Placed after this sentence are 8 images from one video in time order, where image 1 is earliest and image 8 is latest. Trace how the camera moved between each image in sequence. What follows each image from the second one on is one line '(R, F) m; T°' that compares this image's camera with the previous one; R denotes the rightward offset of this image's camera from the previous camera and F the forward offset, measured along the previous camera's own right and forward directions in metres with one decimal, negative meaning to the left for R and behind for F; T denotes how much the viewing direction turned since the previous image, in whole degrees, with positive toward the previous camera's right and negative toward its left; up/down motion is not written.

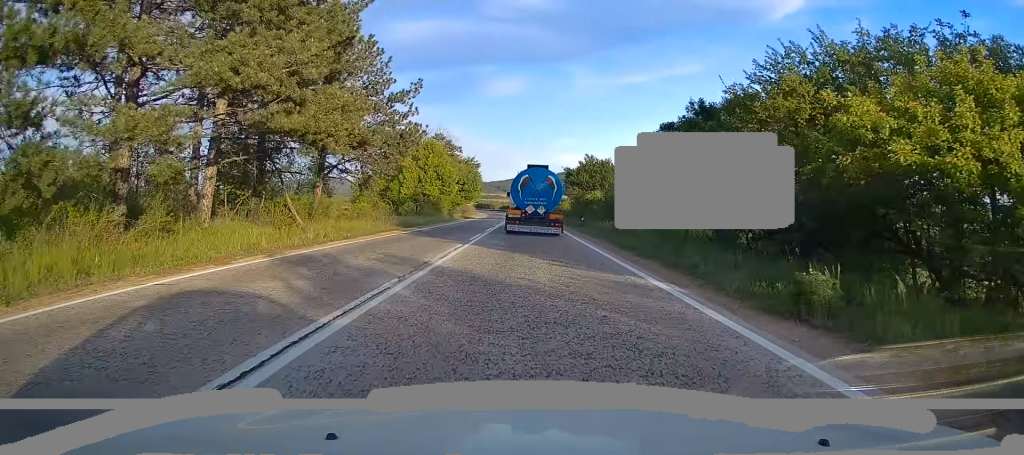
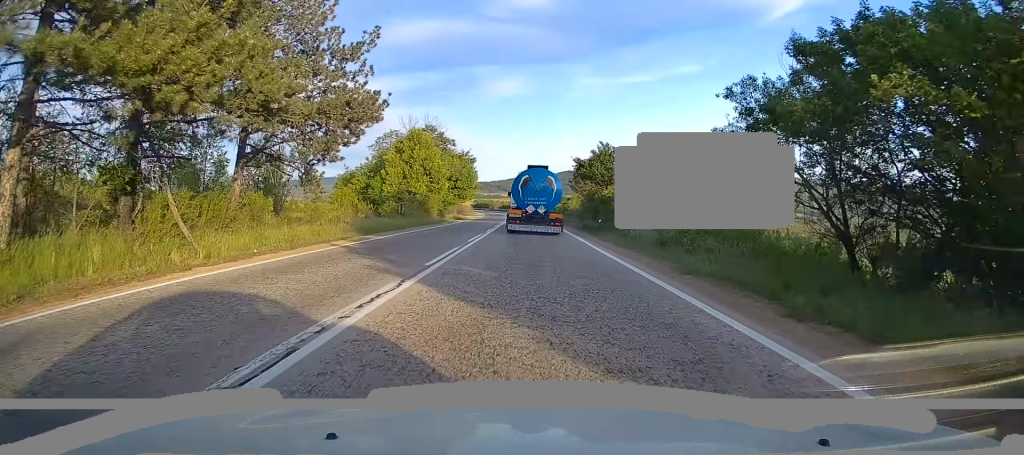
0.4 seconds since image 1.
(0.0, +9.8) m; 0°
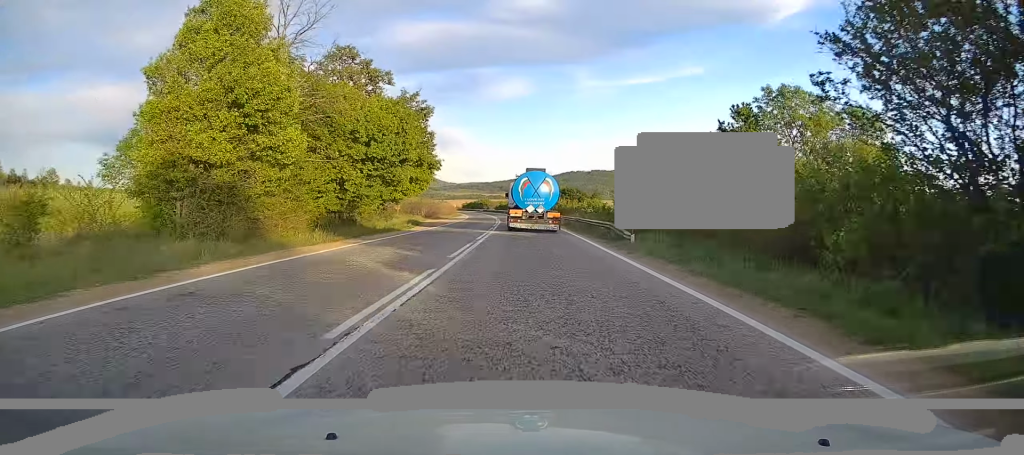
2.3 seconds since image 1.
(-0.2, +43.4) m; -1°
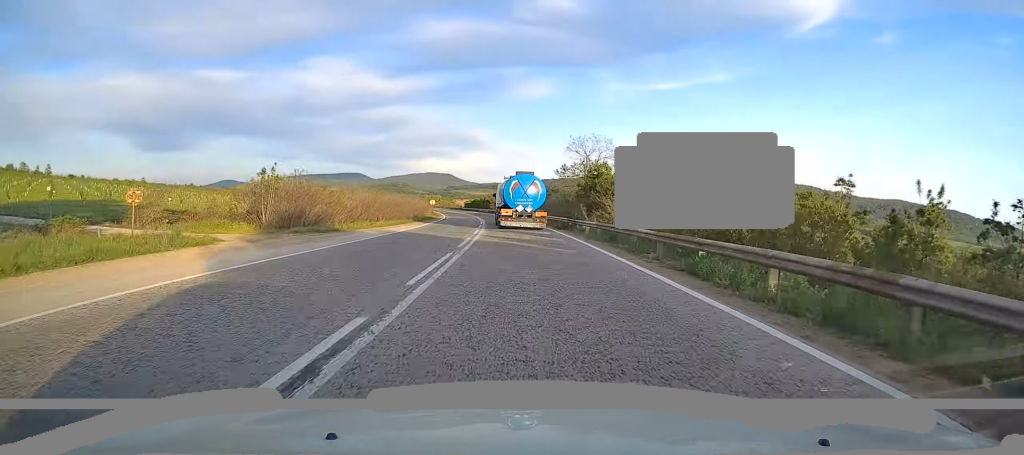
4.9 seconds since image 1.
(-0.7, +58.8) m; -1°
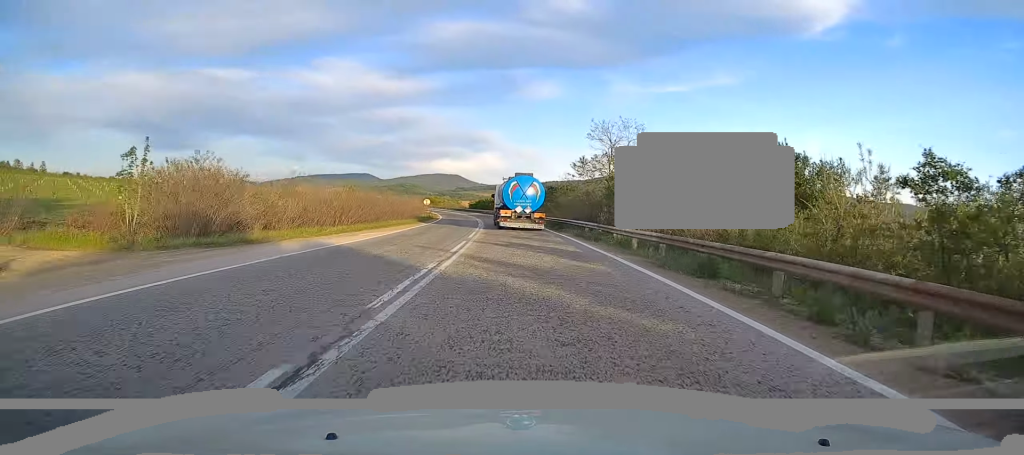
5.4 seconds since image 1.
(-0.1, +11.5) m; -1°
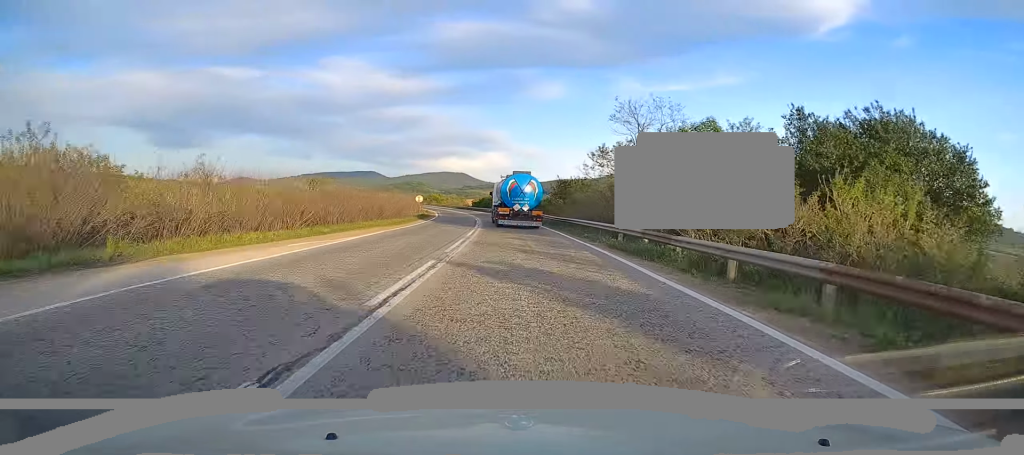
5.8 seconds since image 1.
(0.0, +9.2) m; -1°
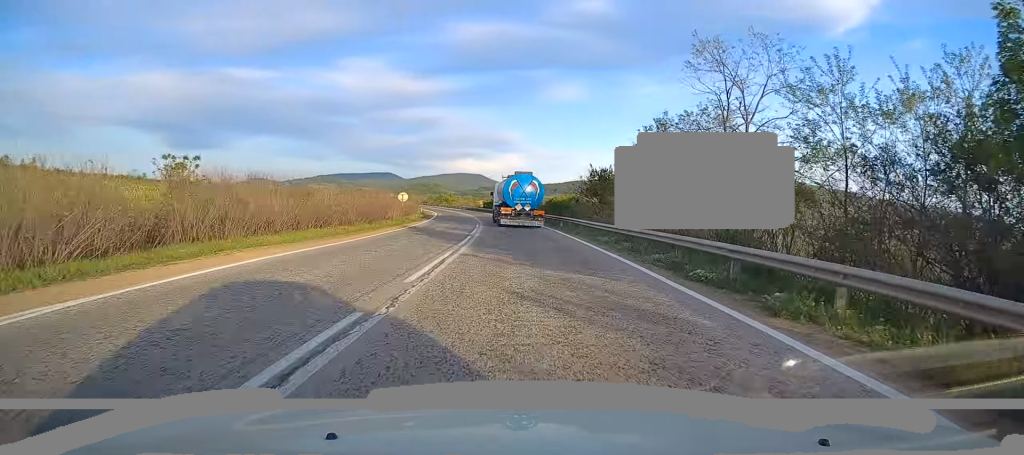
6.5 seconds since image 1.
(-0.3, +15.4) m; -1°
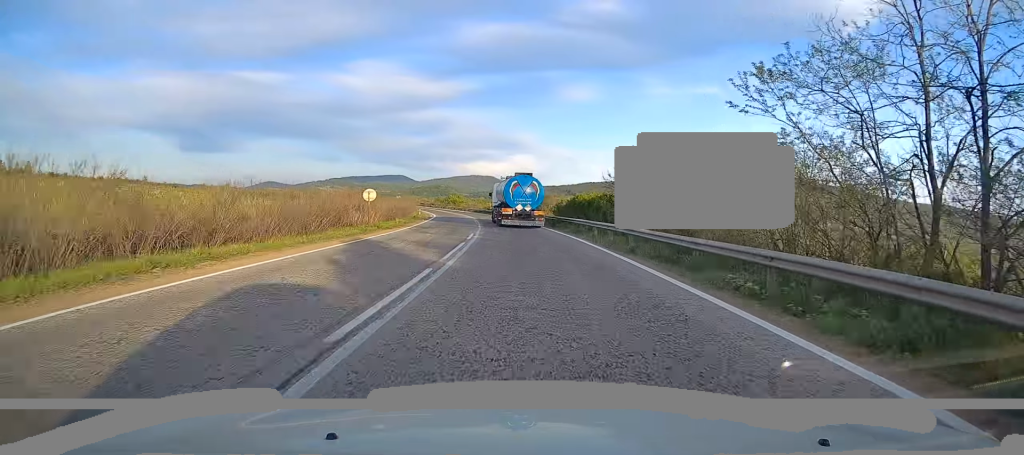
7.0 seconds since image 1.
(-0.1, +13.1) m; -1°
